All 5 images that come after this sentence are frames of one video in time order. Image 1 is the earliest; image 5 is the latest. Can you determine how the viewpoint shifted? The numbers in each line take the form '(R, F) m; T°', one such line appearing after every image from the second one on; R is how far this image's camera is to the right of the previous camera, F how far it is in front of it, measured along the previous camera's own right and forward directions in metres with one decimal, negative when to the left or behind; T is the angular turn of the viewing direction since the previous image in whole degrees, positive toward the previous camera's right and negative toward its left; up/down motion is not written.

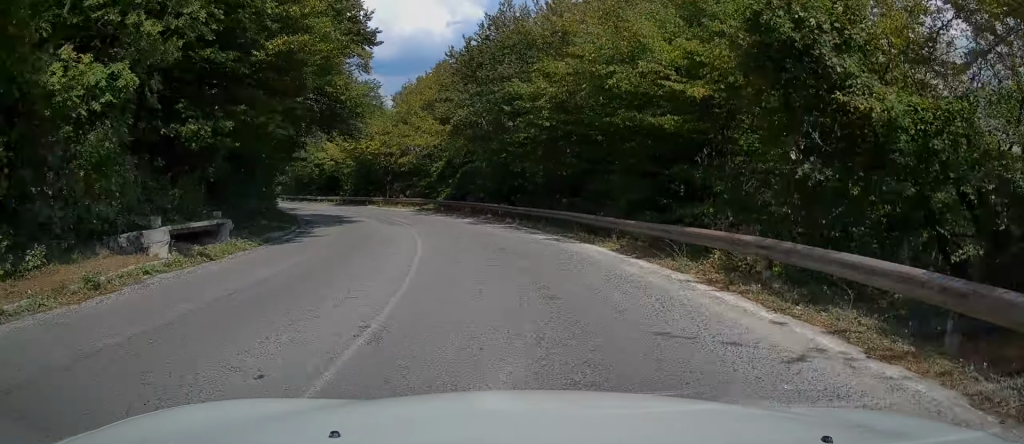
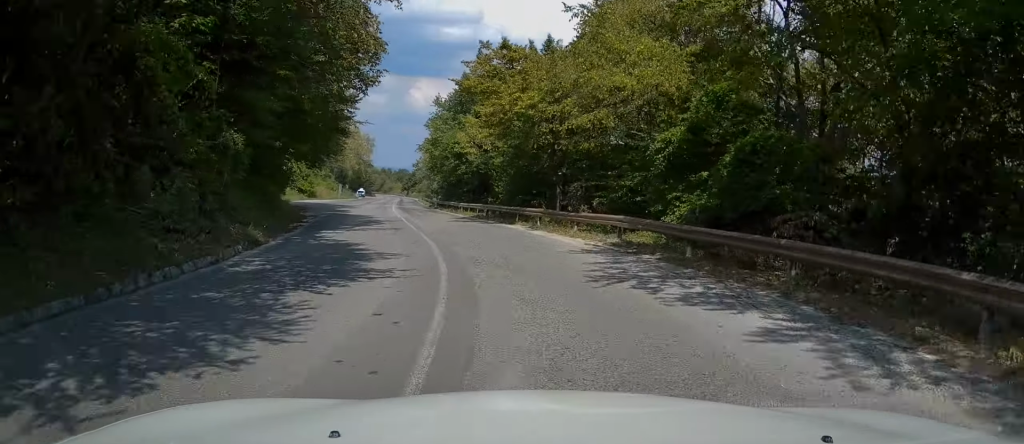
(-3.7, +24.6) m; -16°
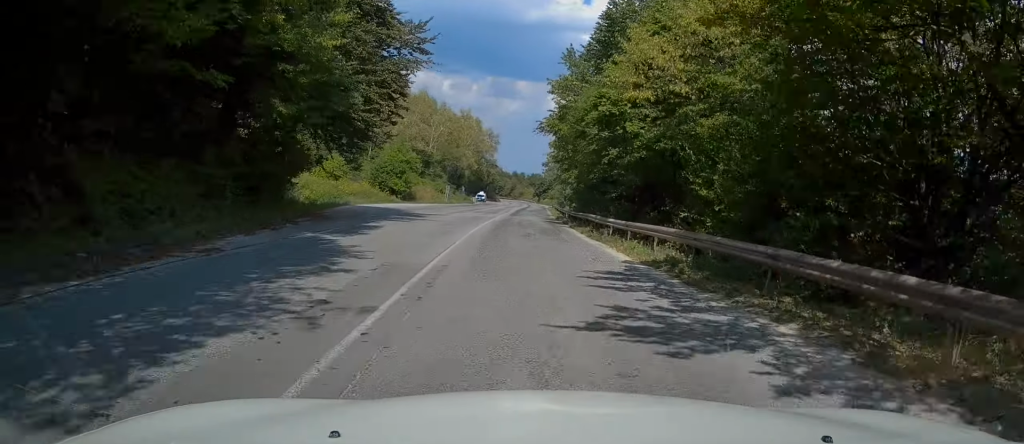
(-2.3, +22.2) m; -10°
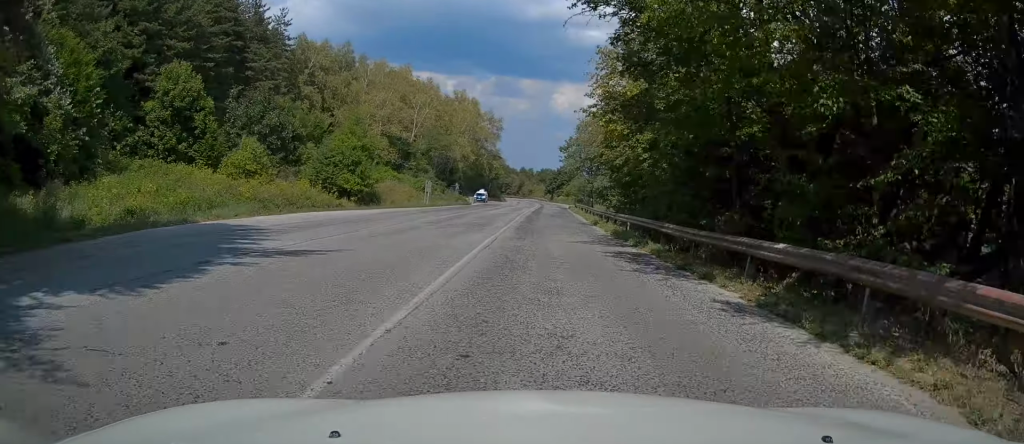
(-1.7, +25.3) m; -5°
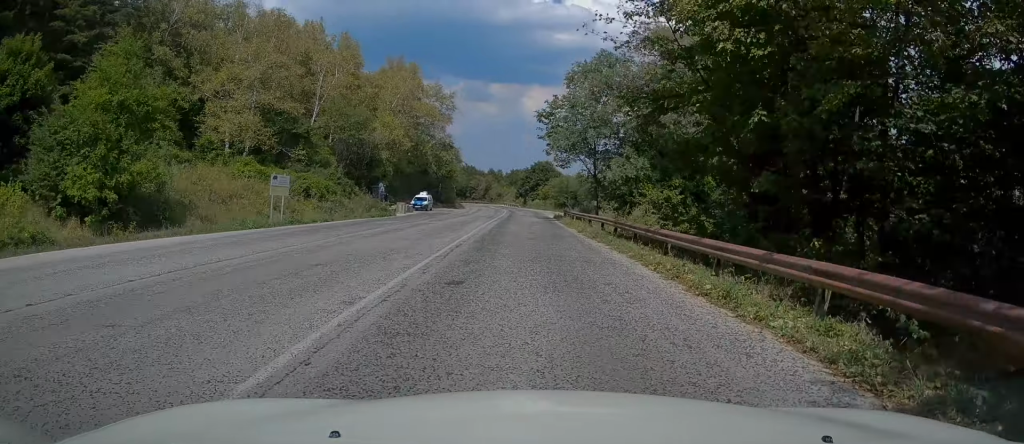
(-0.1, +30.4) m; +3°
